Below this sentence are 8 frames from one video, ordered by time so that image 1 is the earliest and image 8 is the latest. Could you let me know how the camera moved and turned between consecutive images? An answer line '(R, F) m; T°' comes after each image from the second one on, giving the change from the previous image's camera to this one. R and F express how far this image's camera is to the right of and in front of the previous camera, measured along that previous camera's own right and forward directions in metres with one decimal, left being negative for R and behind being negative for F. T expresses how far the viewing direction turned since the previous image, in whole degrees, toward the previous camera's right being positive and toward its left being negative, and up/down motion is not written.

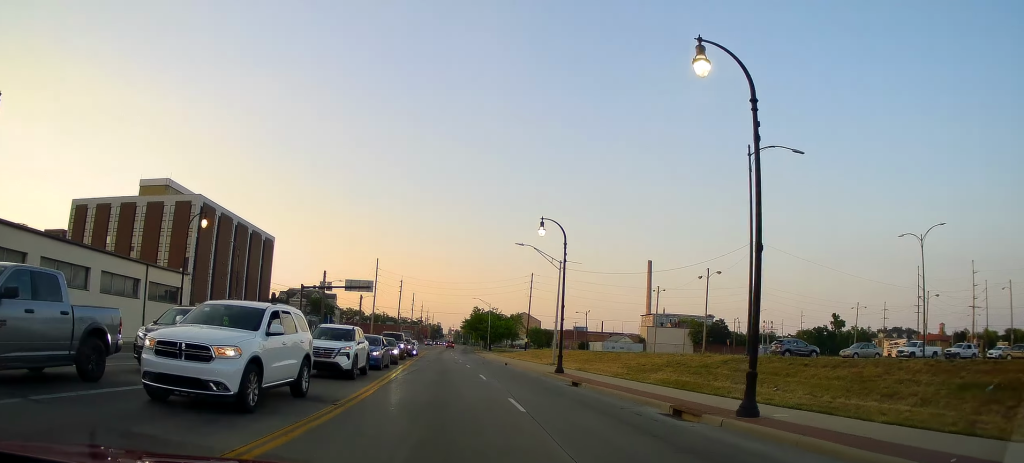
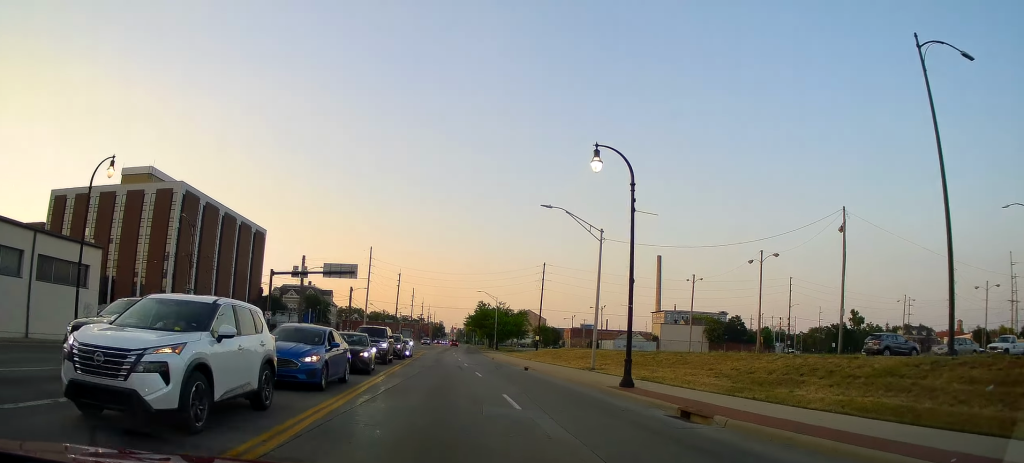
(-0.6, +12.2) m; 0°
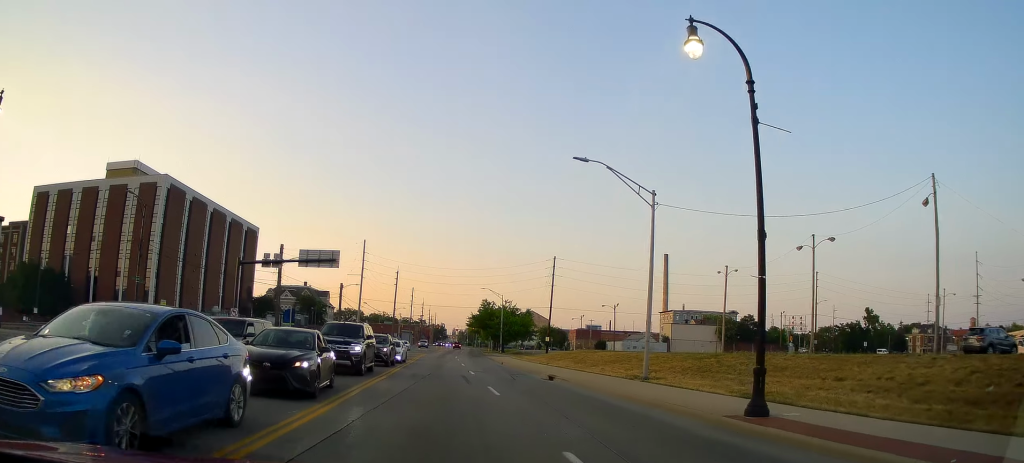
(+0.3, +9.2) m; +4°
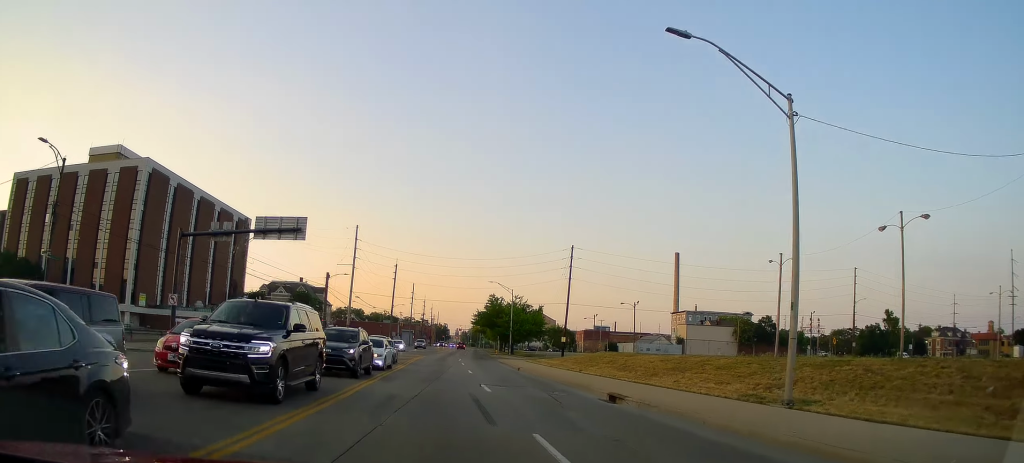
(+0.5, +11.4) m; -1°
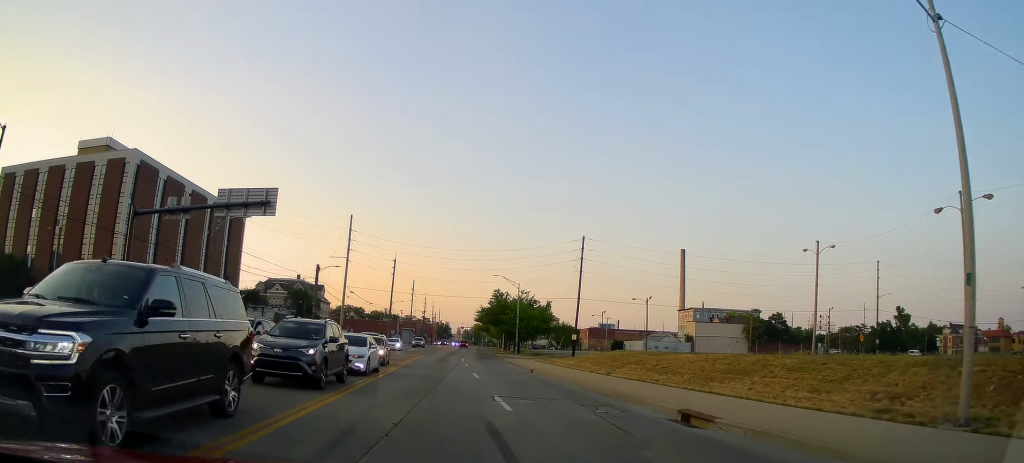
(-0.2, +6.1) m; -4°
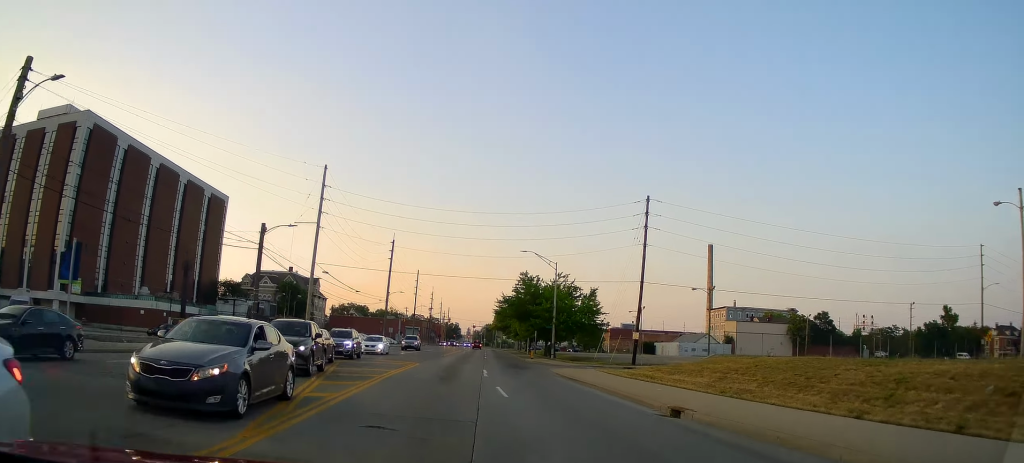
(-0.5, +21.6) m; 0°
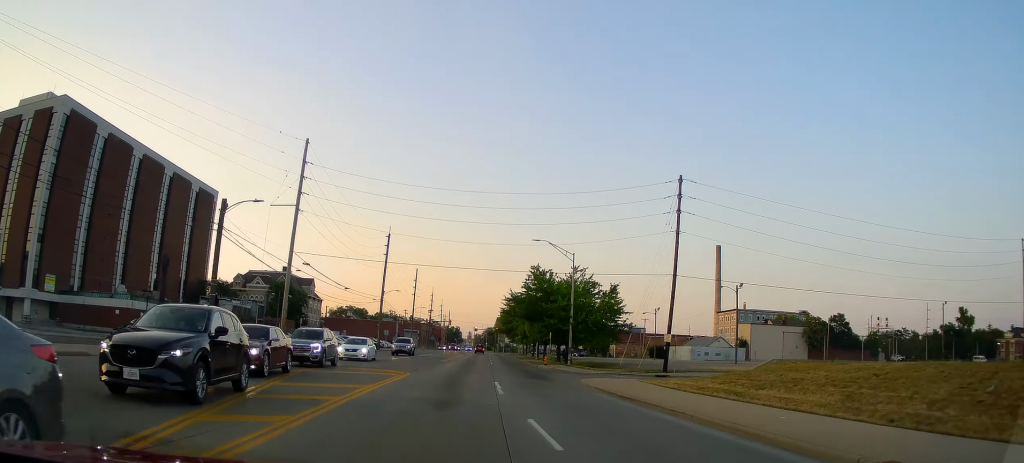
(+0.2, +7.7) m; +1°
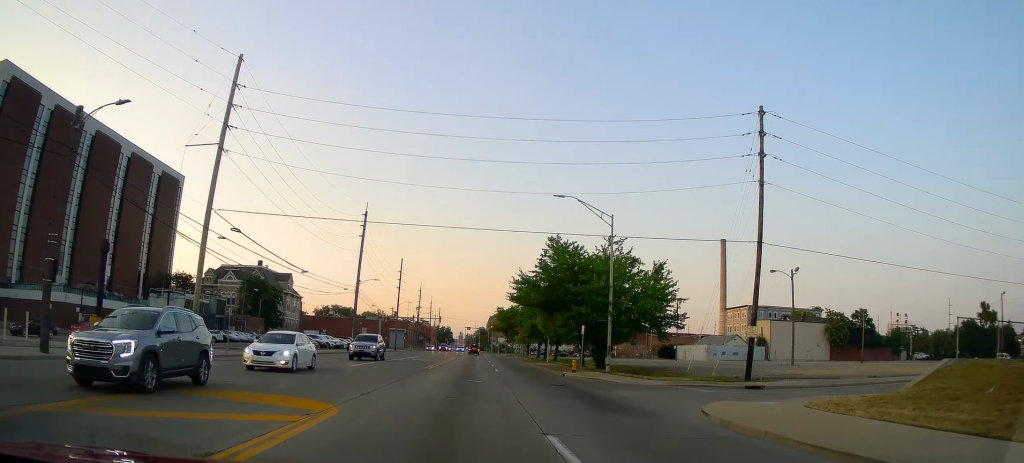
(-0.4, +14.5) m; -1°
